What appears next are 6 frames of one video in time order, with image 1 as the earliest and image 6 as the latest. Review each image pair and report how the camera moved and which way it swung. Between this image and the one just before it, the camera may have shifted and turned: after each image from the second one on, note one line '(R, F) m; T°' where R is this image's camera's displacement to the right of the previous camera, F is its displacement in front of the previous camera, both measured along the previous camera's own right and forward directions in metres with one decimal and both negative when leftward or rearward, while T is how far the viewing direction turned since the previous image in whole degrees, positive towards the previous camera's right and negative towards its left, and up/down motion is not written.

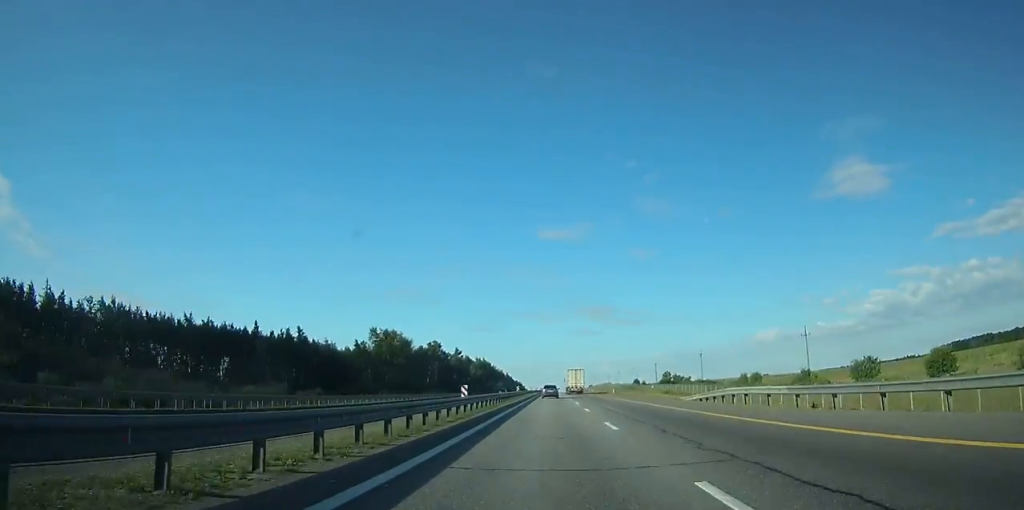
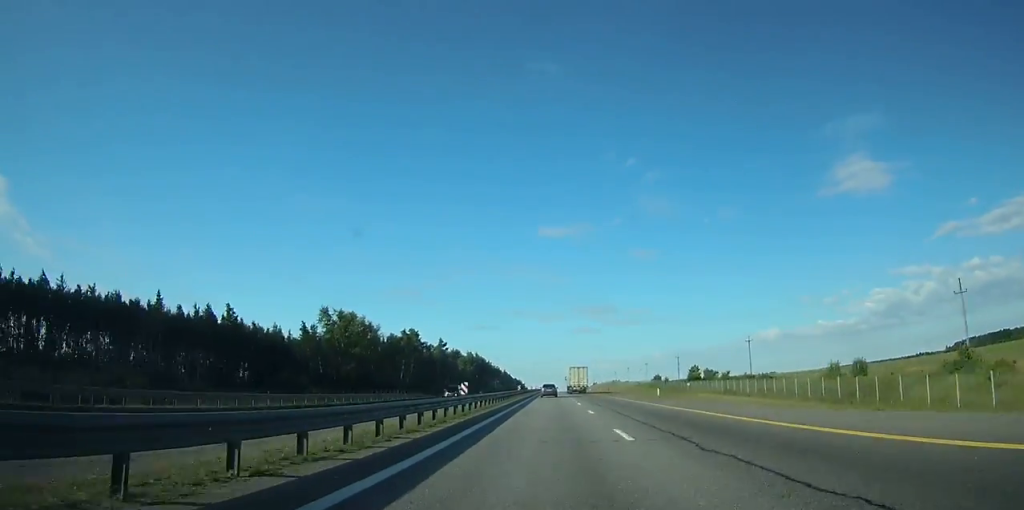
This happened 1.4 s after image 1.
(0.0, +41.4) m; 0°
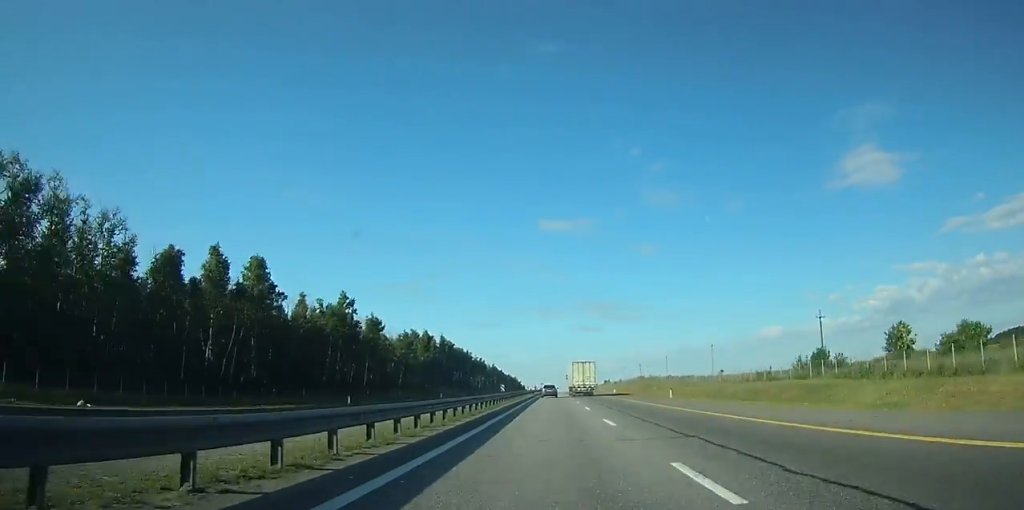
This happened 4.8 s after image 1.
(-0.2, +99.6) m; 0°
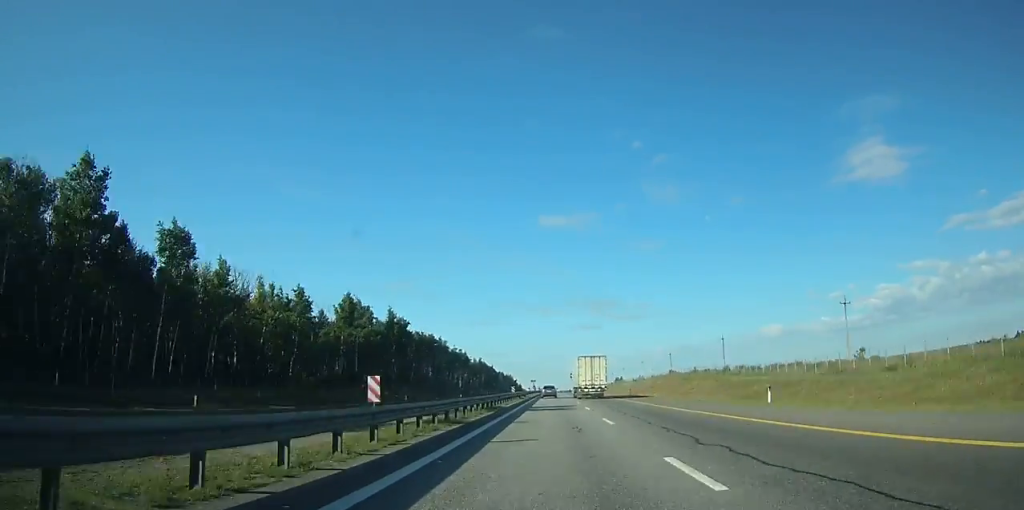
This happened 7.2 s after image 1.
(0.0, +66.1) m; 0°
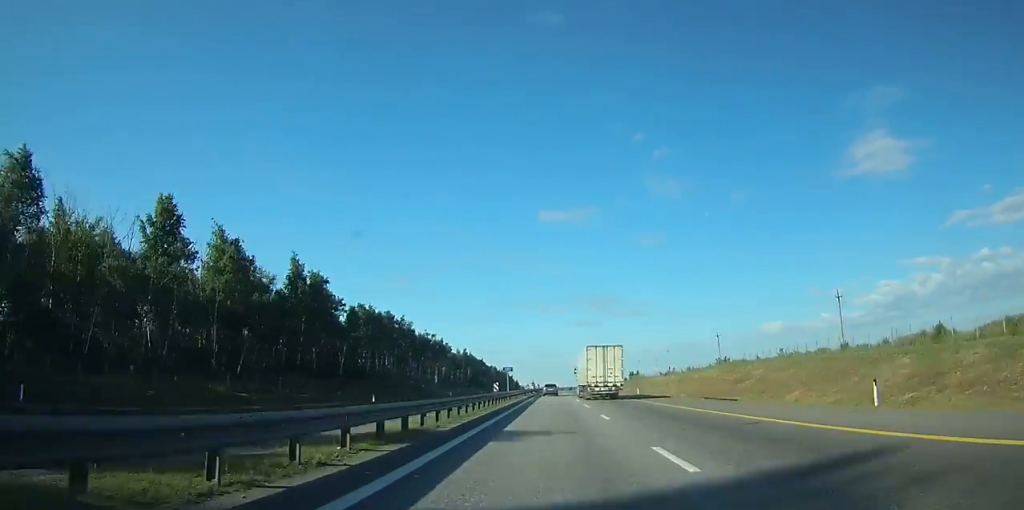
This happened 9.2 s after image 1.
(+0.1, +53.7) m; 0°
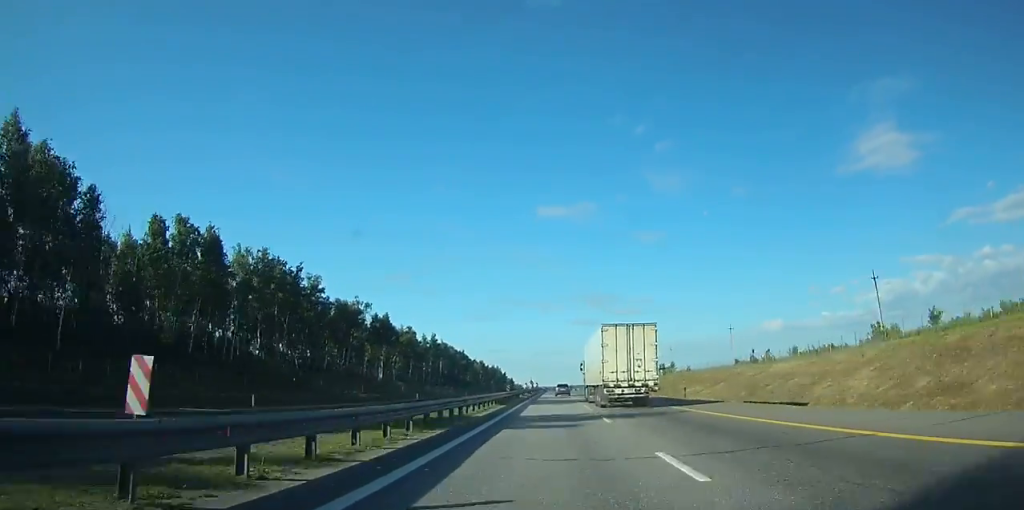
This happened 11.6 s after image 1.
(0.0, +66.4) m; 0°
